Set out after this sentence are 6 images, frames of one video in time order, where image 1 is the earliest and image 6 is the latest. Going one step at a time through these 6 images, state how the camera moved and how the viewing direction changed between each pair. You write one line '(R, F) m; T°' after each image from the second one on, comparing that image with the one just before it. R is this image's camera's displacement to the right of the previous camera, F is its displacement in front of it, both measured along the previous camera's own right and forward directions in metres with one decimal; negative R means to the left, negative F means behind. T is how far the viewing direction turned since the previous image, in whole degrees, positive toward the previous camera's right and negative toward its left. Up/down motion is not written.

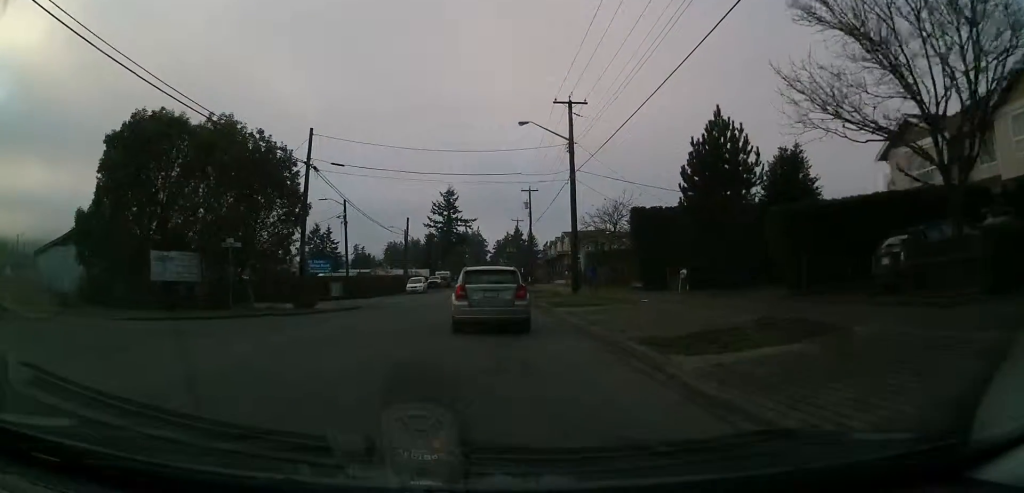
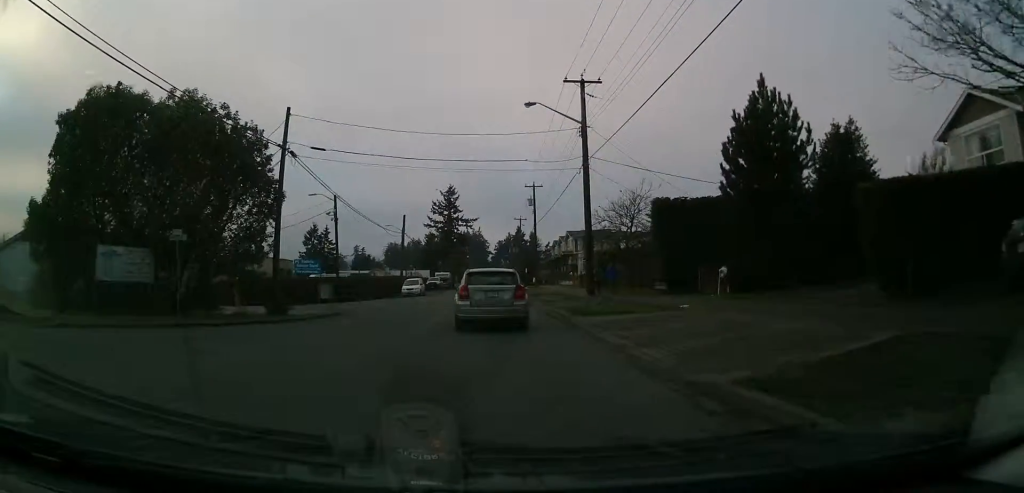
(+0.1, +4.4) m; +1°
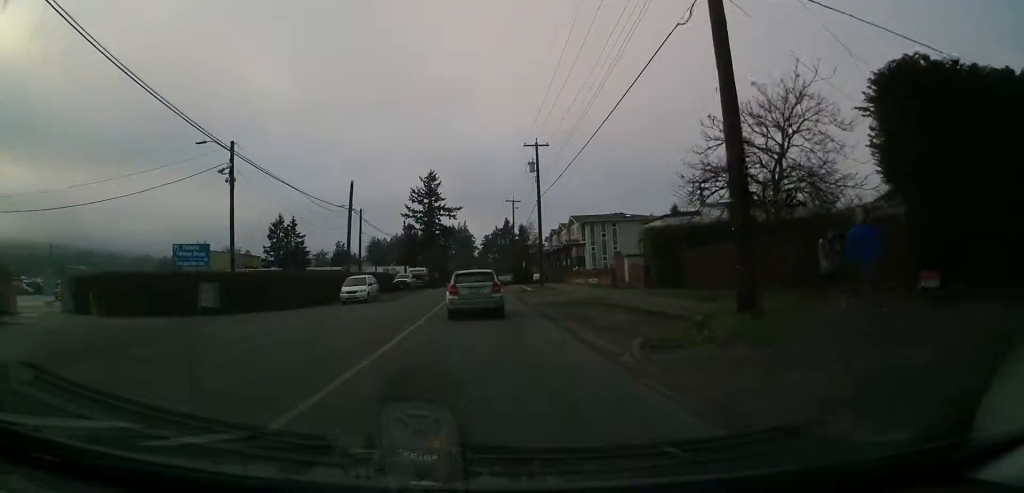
(+0.8, +21.0) m; +3°
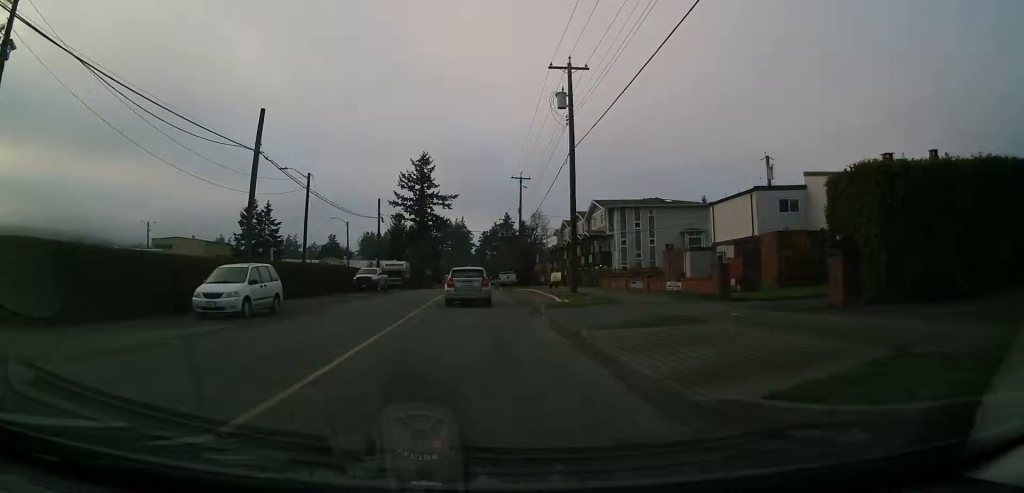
(-0.4, +20.0) m; -1°
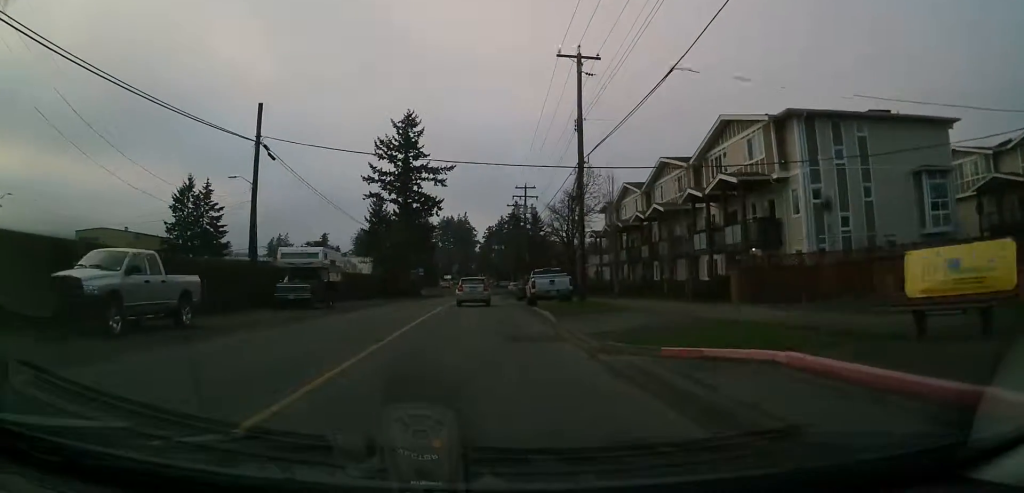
(+0.1, +38.5) m; +2°
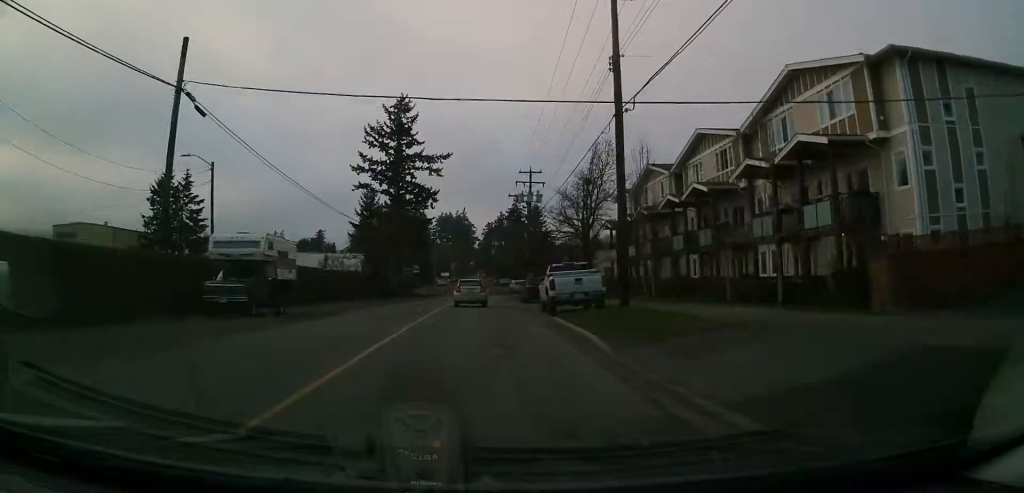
(0.0, +8.4) m; 0°
